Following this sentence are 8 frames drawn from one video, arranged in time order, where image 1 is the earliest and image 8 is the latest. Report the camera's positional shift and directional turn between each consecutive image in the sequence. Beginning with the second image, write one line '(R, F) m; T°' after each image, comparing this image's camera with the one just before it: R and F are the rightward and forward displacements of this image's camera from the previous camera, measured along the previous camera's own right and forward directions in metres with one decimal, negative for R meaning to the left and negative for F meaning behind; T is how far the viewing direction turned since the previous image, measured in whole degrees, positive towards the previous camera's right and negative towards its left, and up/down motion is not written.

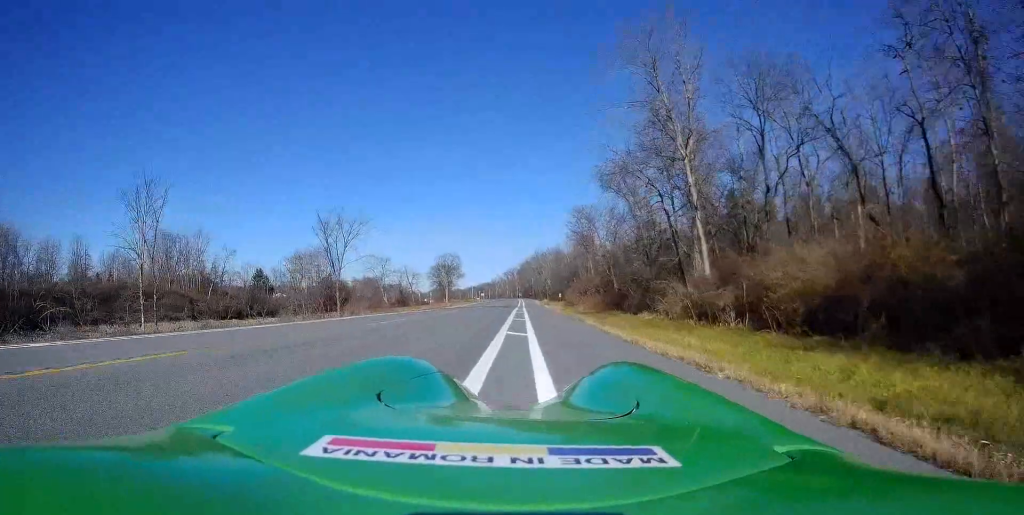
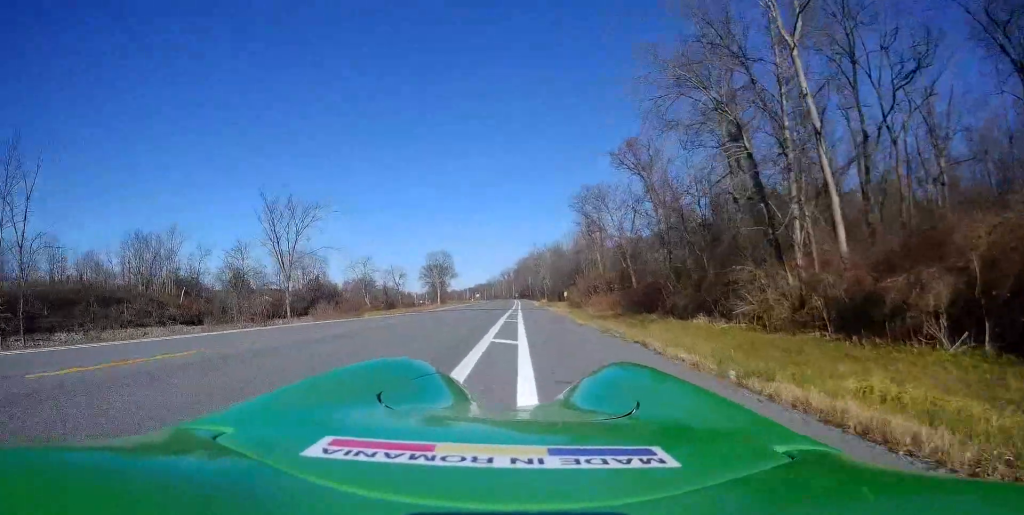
(+0.3, +11.6) m; +1°
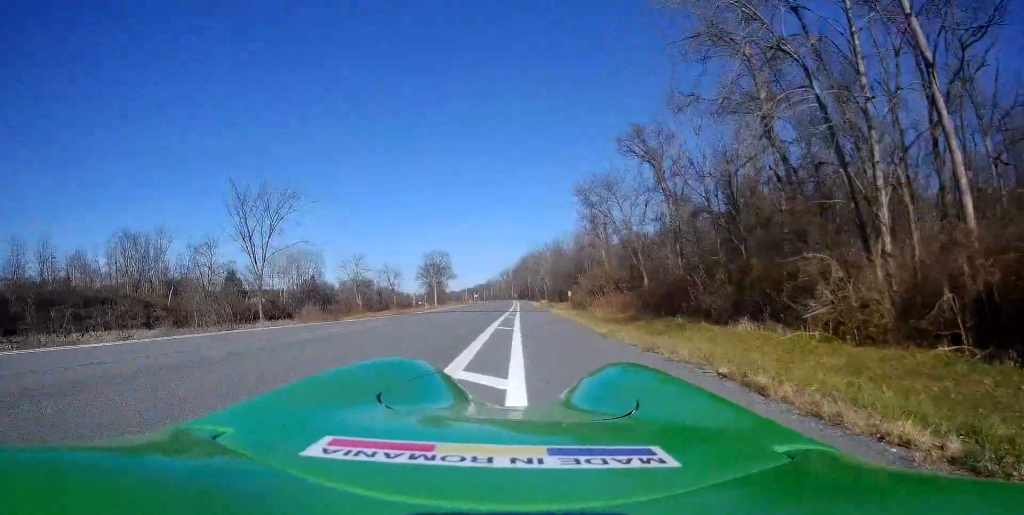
(0.0, +4.8) m; 0°
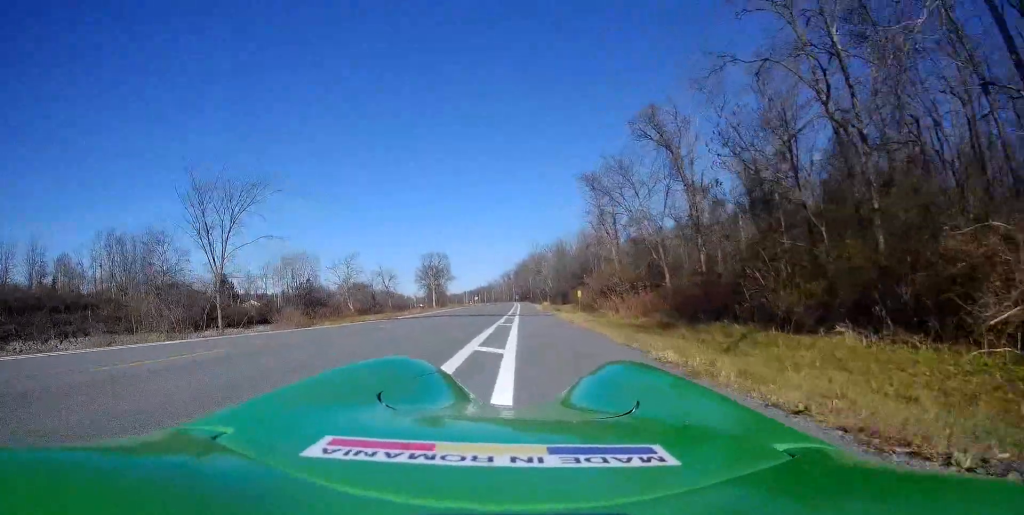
(-0.2, +6.0) m; 0°
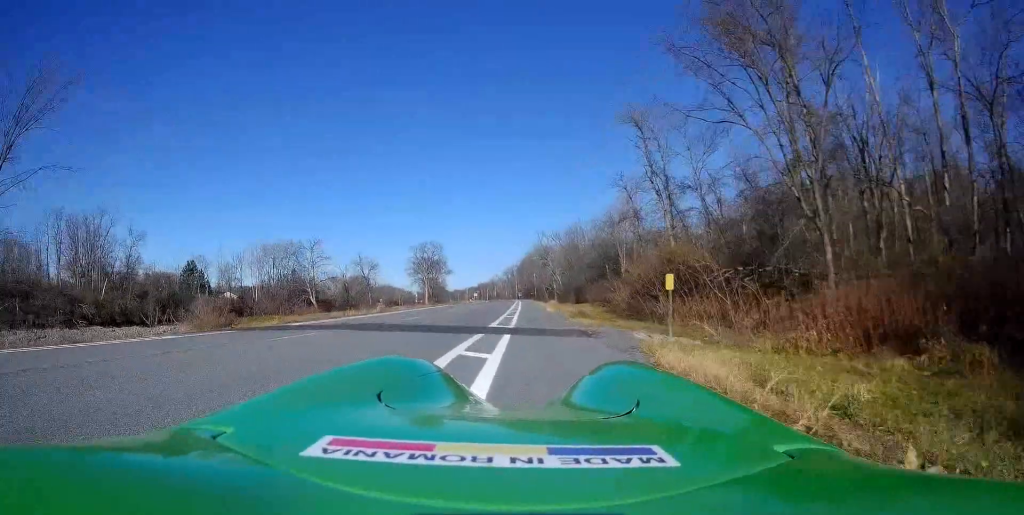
(+0.7, +19.2) m; +2°
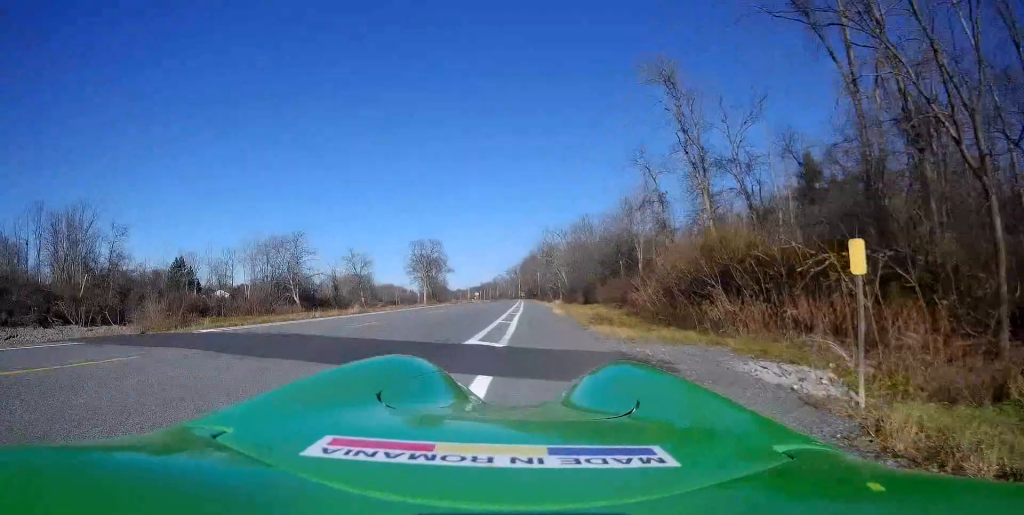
(0.0, +7.2) m; 0°
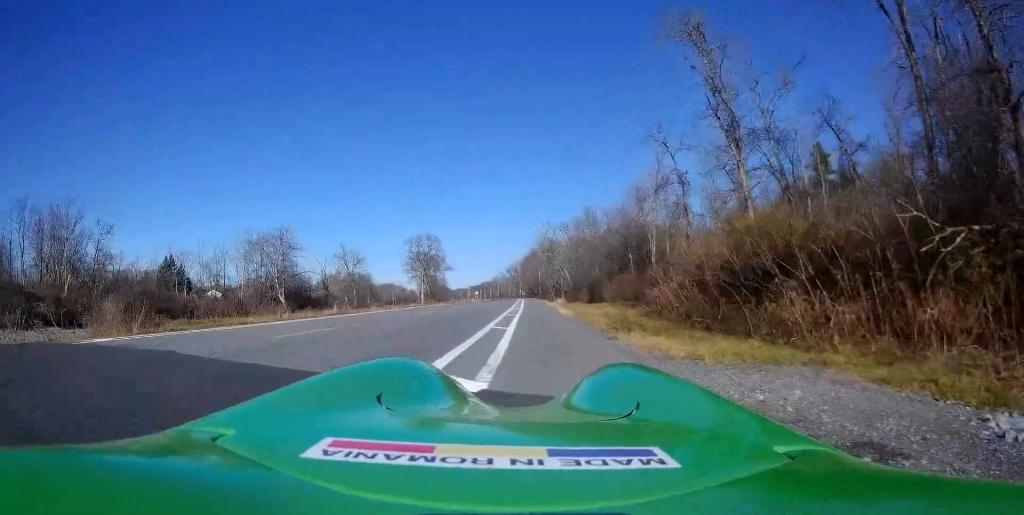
(0.0, +4.8) m; 0°
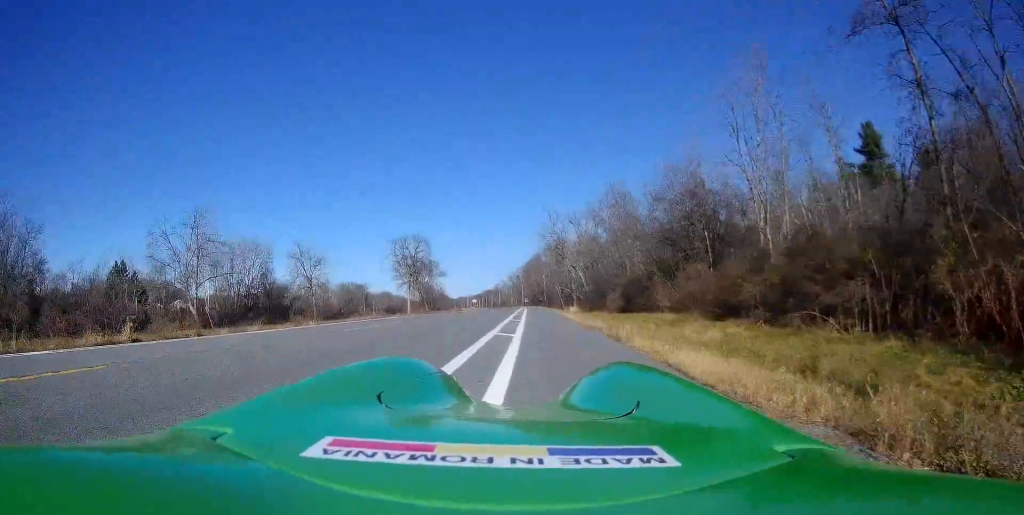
(-0.2, +20.0) m; -2°
